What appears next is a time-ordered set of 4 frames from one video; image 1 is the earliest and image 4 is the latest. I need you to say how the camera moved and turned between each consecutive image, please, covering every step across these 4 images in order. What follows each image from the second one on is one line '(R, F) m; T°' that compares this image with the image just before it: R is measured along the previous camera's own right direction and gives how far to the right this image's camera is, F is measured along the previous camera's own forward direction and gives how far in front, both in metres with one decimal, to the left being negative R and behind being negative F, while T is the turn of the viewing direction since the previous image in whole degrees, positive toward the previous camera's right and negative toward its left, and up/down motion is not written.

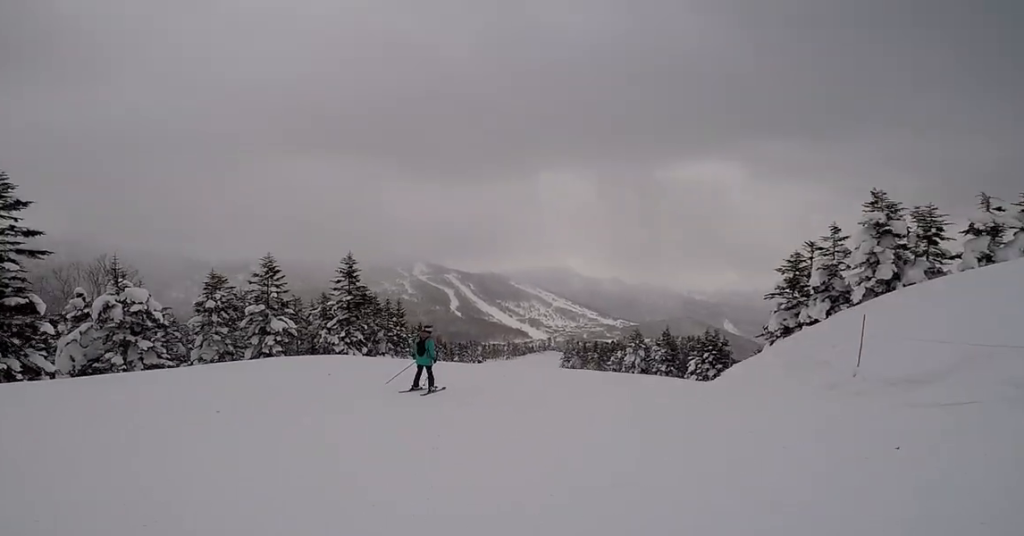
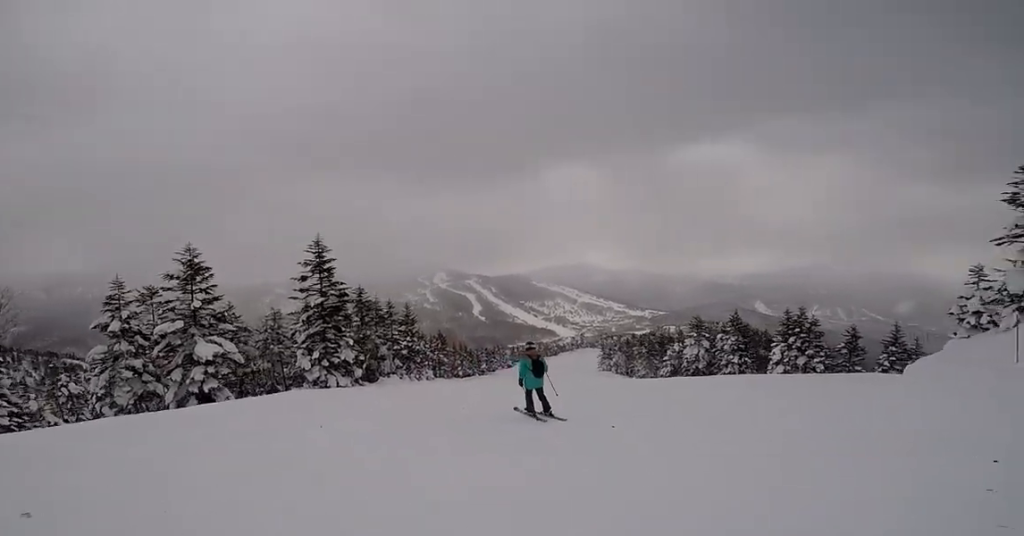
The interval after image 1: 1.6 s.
(-1.0, +10.1) m; -5°
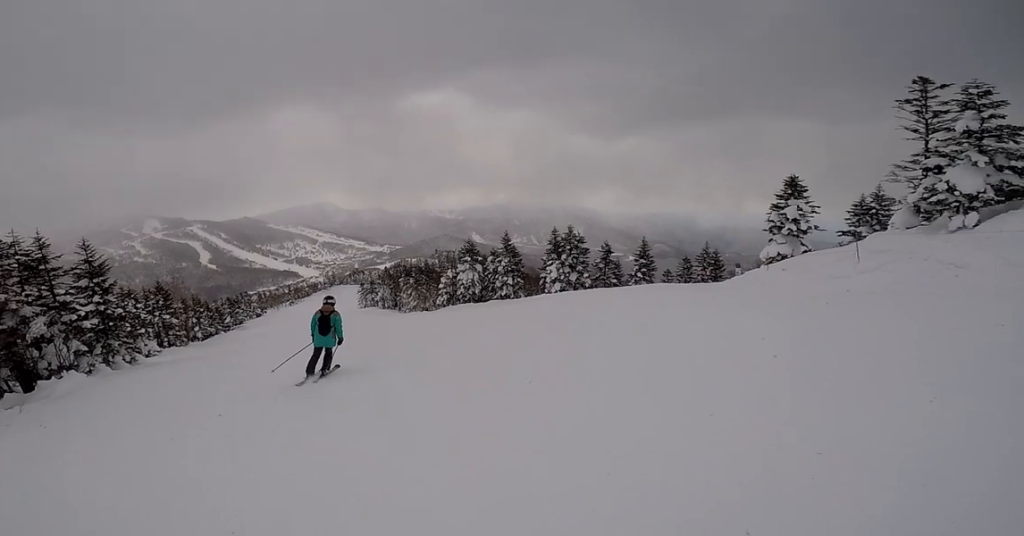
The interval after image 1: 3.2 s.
(+1.4, +10.2) m; +17°
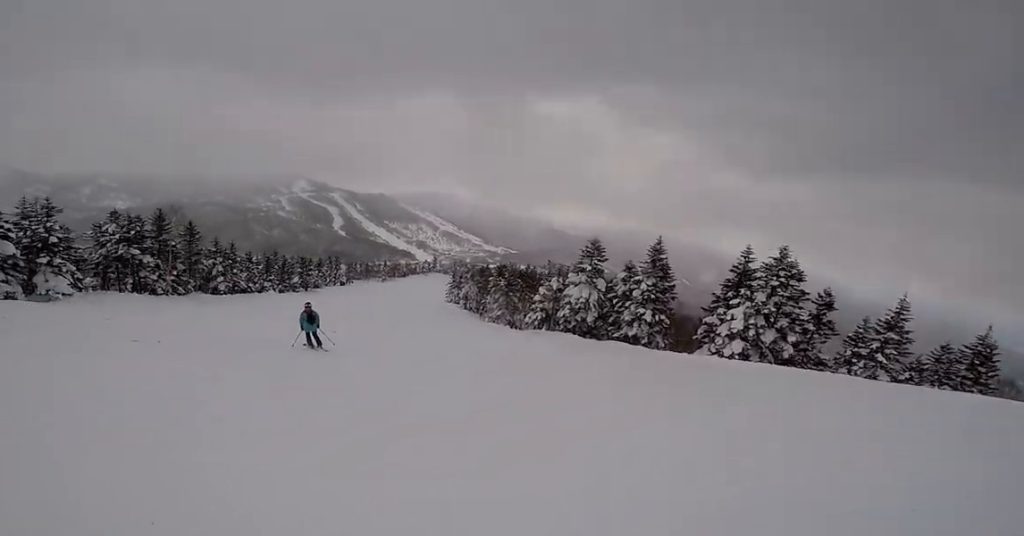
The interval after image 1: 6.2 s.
(+1.8, +19.2) m; -17°
